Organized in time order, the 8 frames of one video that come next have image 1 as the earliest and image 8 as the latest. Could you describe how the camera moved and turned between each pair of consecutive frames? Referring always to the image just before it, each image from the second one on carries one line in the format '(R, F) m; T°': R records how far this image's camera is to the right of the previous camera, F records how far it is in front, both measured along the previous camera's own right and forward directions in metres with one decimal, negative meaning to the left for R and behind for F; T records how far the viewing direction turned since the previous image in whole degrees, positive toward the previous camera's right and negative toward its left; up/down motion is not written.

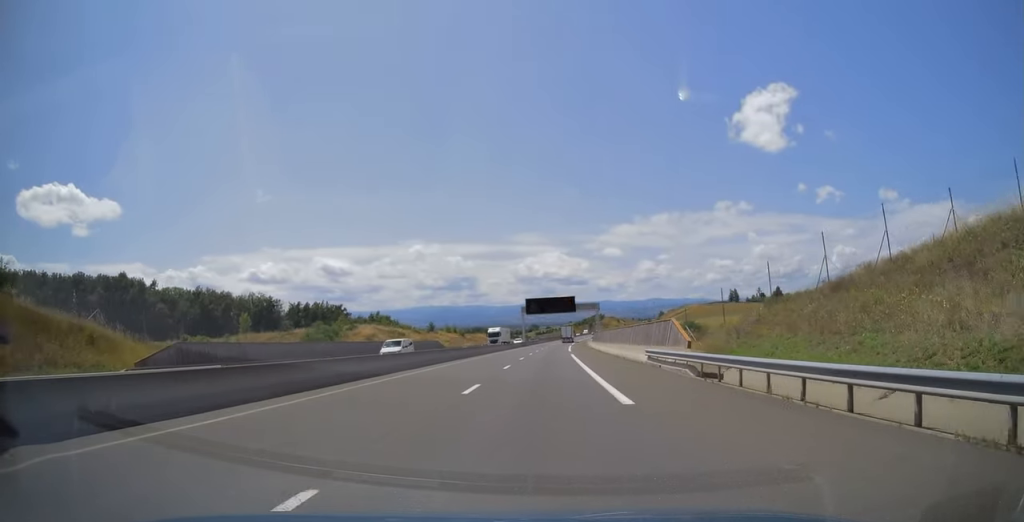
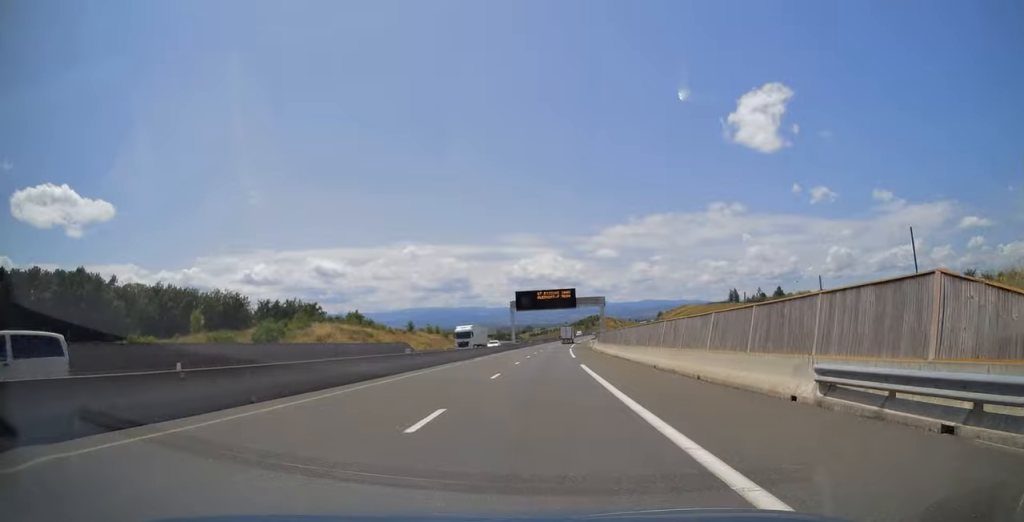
(+0.1, +19.3) m; +1°
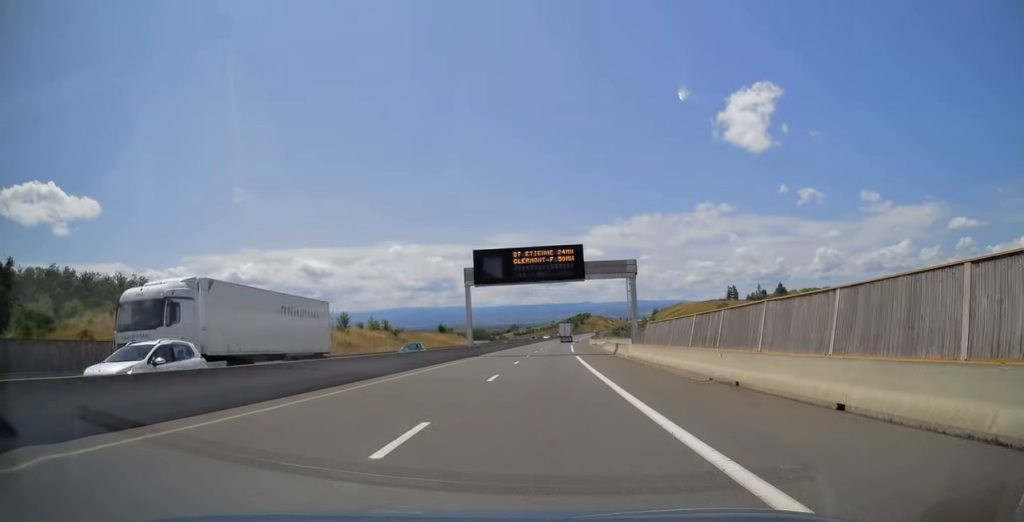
(+0.6, +40.9) m; +1°
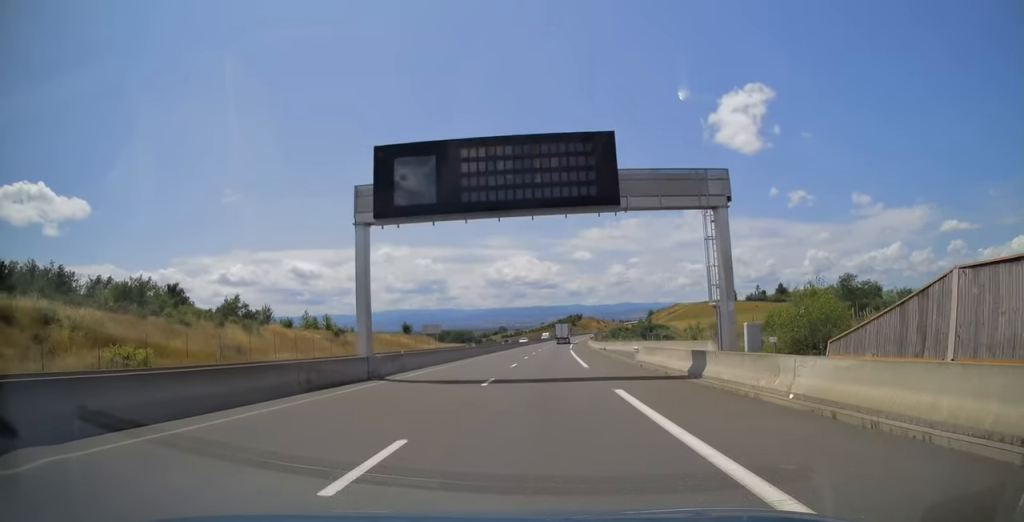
(+0.1, +27.5) m; +1°
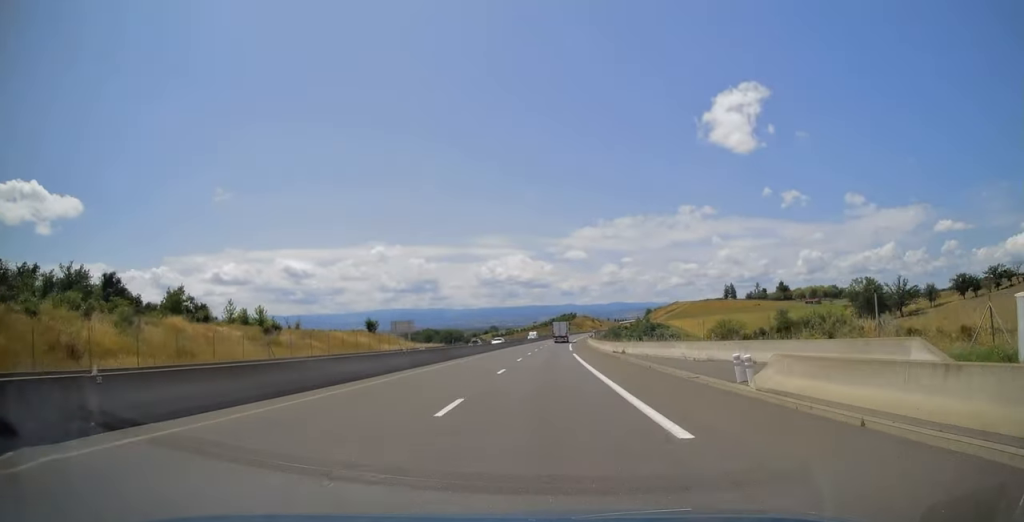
(+0.1, +20.5) m; +1°
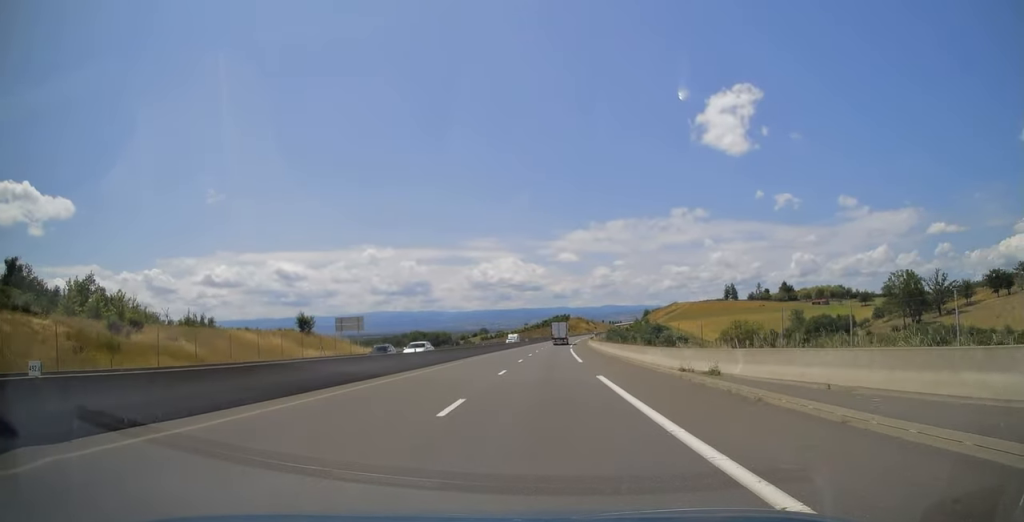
(+0.2, +25.8) m; +1°
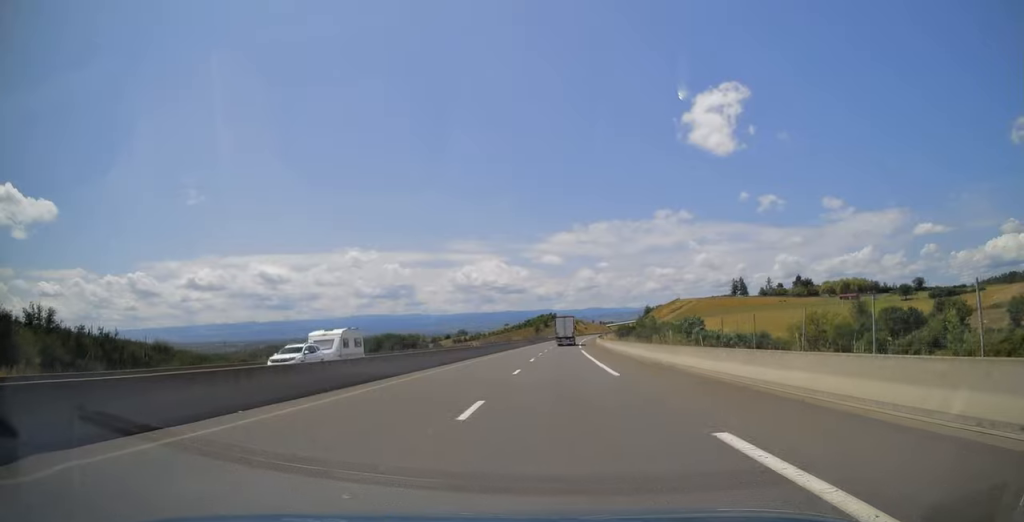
(+0.9, +65.4) m; +1°
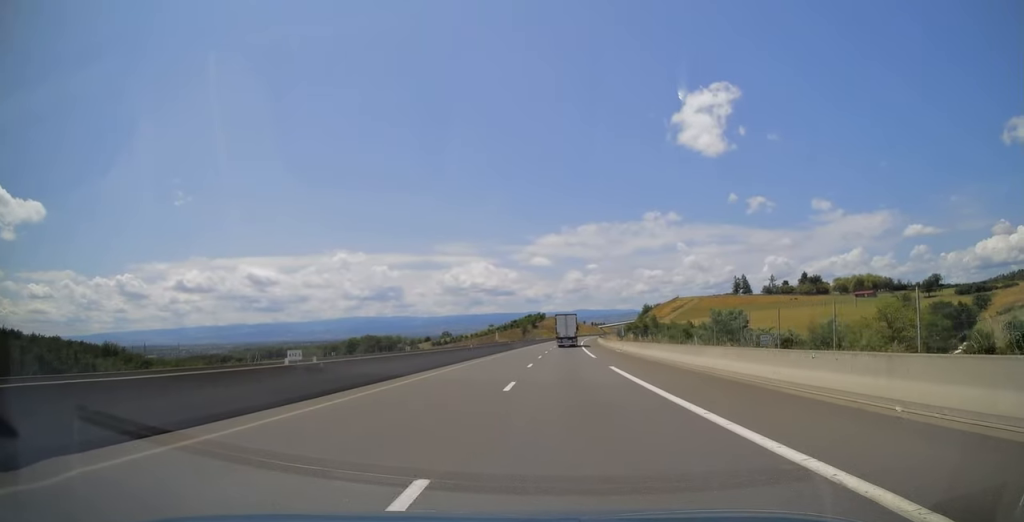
(+0.3, +33.4) m; +1°
